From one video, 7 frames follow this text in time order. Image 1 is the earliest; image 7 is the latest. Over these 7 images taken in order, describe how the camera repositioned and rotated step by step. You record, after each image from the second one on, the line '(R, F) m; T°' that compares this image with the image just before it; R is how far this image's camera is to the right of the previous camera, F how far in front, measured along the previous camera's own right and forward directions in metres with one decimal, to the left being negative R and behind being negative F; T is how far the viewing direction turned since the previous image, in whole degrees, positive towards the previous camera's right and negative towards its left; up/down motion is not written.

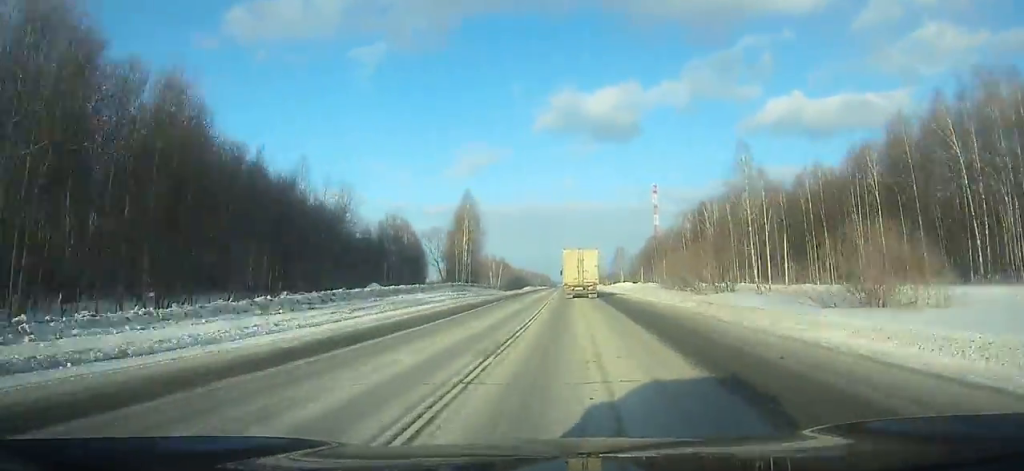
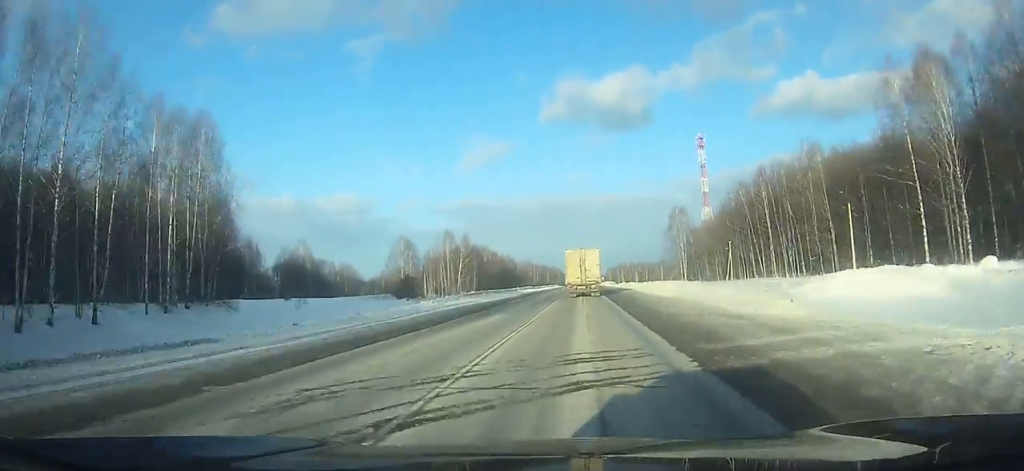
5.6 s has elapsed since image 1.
(-1.9, +122.5) m; 0°
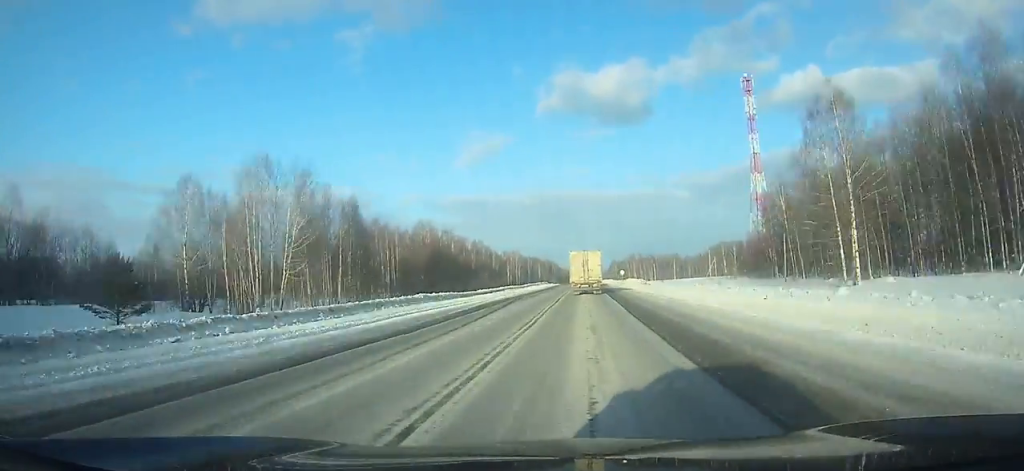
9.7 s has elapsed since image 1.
(+1.0, +91.6) m; +1°
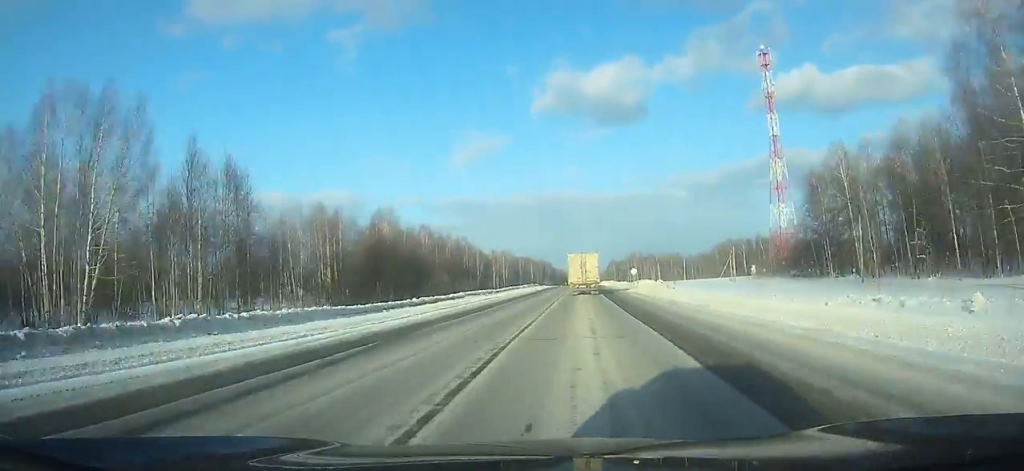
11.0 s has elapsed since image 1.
(-0.1, +29.1) m; 0°
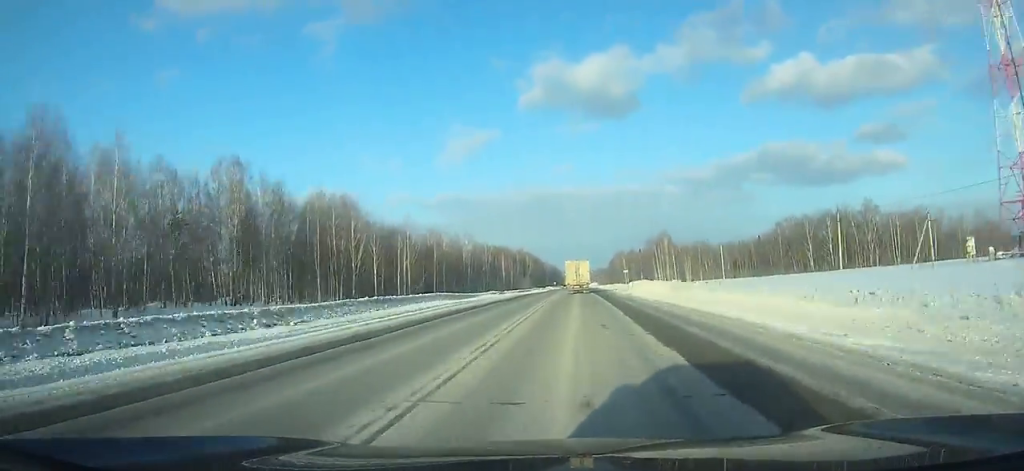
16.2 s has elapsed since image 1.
(-0.5, +116.4) m; -1°
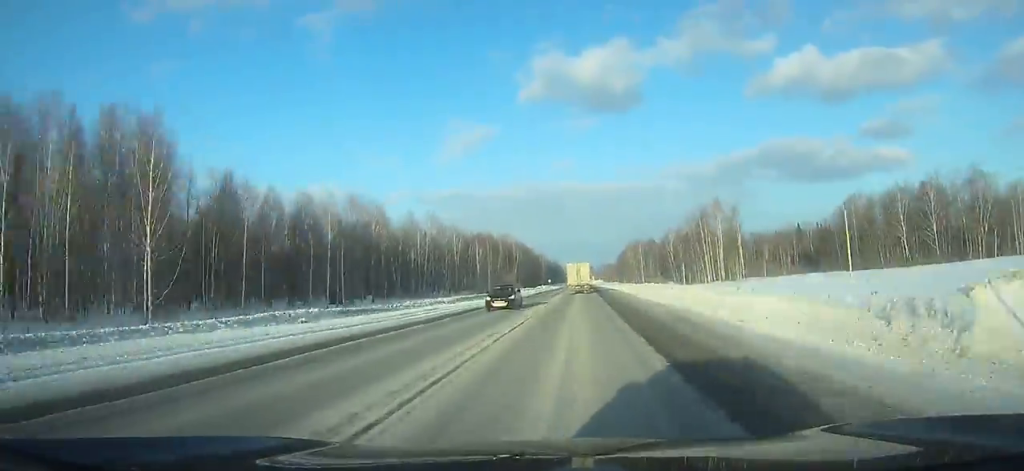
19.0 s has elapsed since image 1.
(-0.5, +63.0) m; 0°
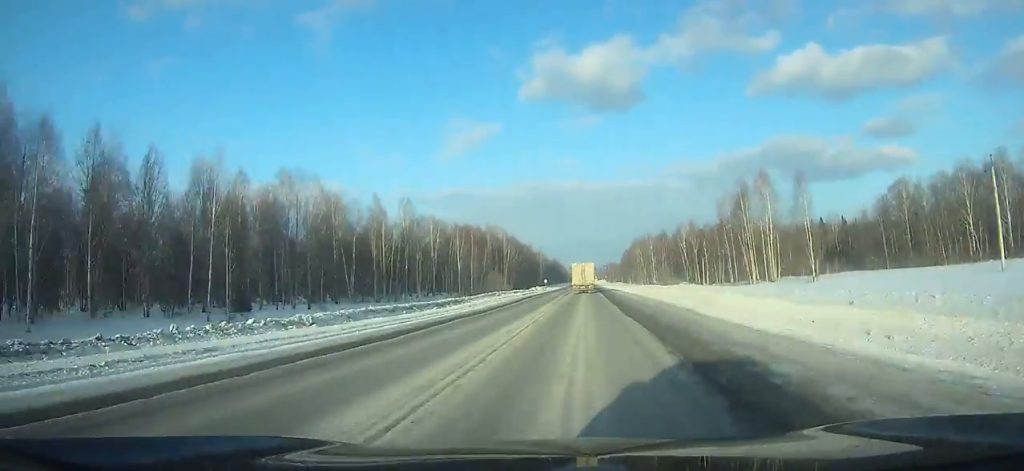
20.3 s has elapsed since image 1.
(-0.1, +29.4) m; 0°
